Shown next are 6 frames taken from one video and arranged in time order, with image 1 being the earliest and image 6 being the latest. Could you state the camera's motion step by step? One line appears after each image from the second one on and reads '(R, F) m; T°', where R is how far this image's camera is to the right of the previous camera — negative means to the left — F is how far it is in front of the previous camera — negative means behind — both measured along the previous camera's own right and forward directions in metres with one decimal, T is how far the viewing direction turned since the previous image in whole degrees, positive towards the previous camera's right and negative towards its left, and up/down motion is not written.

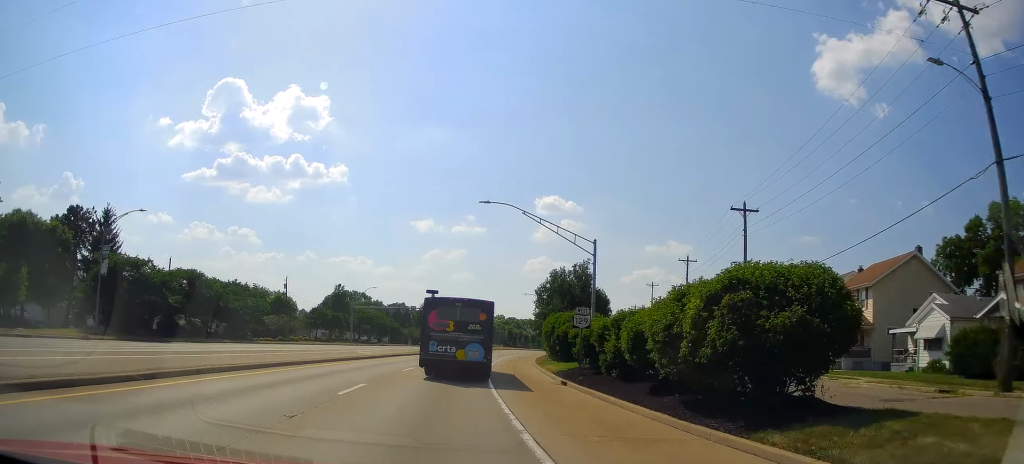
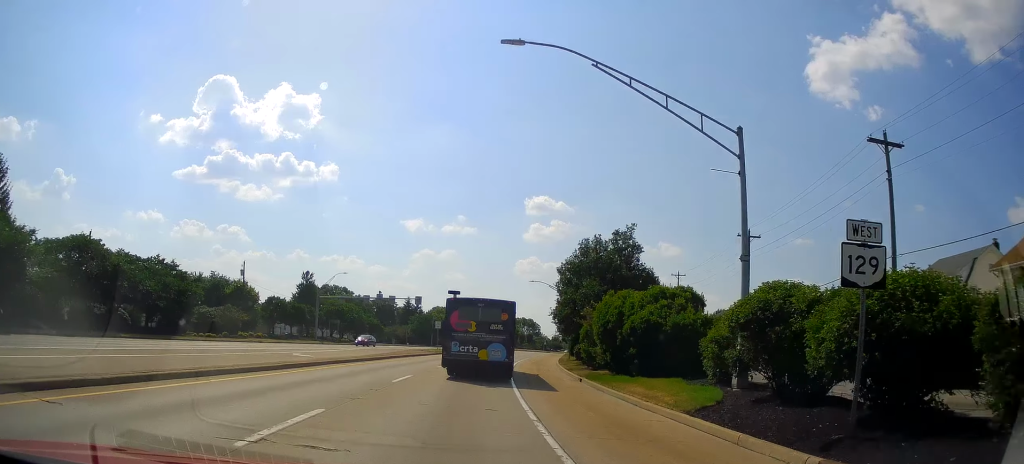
(-1.1, +19.6) m; -2°
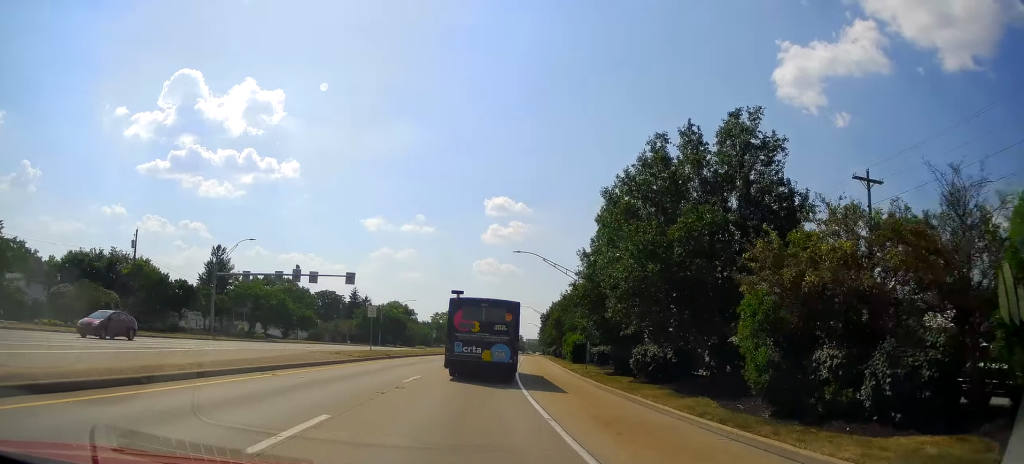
(+1.5, +24.5) m; +6°
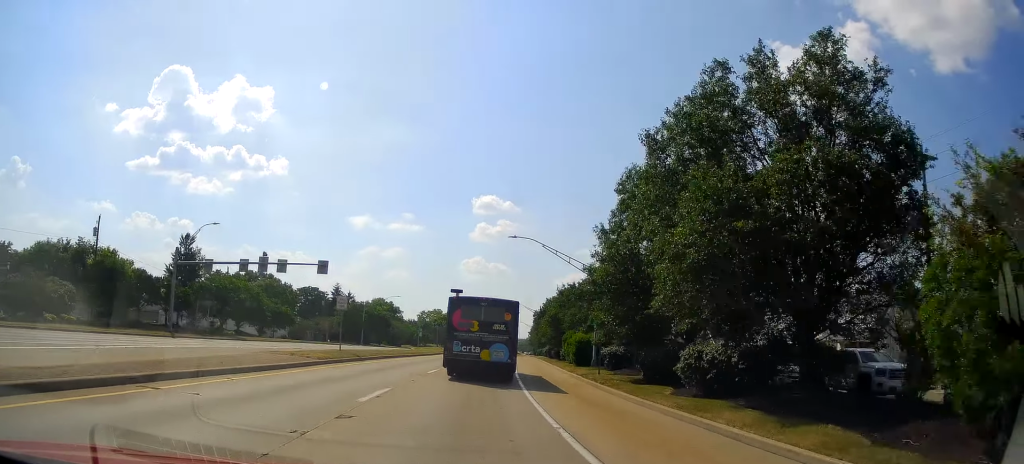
(0.0, +6.7) m; -1°
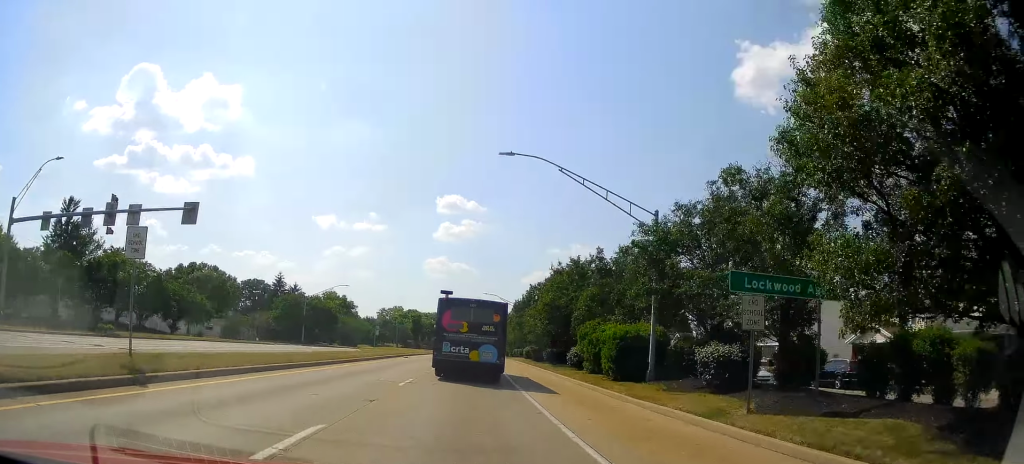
(-0.3, +20.0) m; +1°
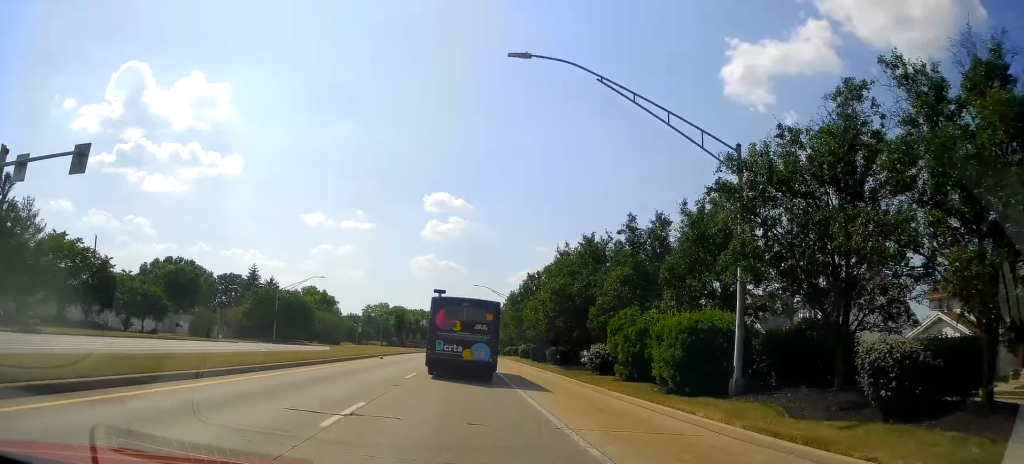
(+0.1, +9.1) m; +2°
